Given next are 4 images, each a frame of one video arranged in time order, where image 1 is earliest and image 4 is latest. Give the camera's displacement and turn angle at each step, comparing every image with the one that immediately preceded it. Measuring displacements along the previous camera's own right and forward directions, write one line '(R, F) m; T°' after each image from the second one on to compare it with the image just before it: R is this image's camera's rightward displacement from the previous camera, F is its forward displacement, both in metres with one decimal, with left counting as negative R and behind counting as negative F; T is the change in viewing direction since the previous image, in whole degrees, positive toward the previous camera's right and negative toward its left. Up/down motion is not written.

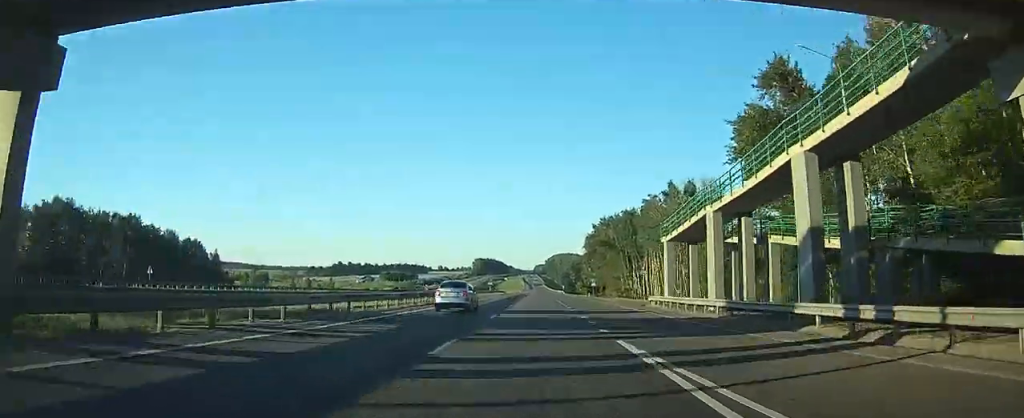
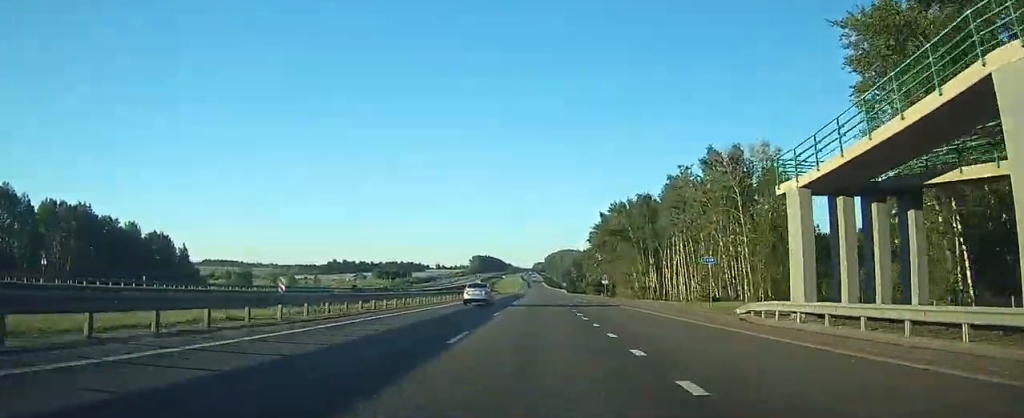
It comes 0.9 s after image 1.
(-0.1, +22.1) m; -2°
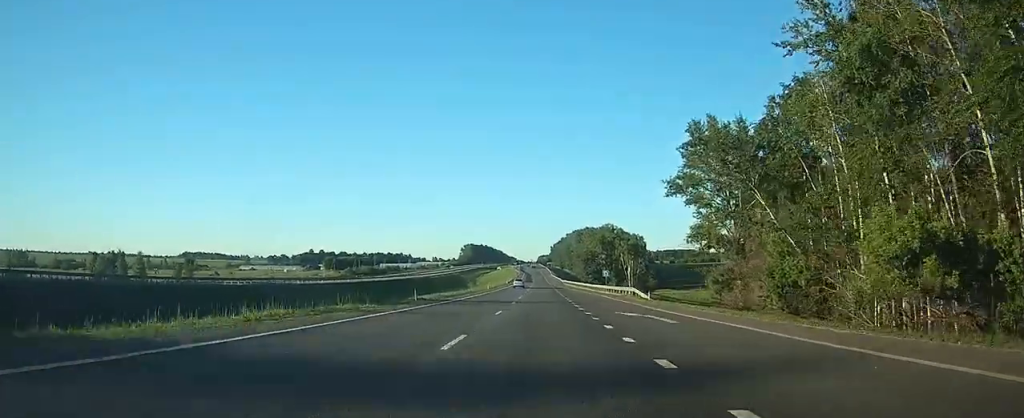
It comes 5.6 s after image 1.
(-3.9, +121.8) m; -2°
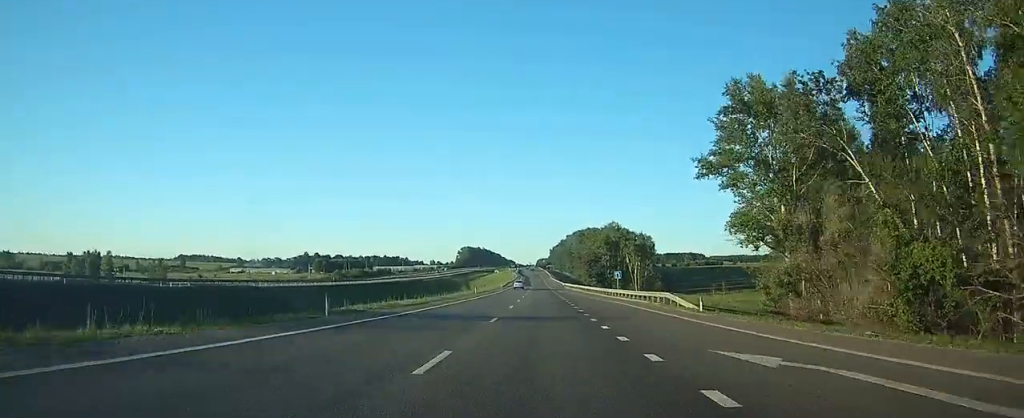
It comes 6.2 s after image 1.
(0.0, +14.5) m; 0°
